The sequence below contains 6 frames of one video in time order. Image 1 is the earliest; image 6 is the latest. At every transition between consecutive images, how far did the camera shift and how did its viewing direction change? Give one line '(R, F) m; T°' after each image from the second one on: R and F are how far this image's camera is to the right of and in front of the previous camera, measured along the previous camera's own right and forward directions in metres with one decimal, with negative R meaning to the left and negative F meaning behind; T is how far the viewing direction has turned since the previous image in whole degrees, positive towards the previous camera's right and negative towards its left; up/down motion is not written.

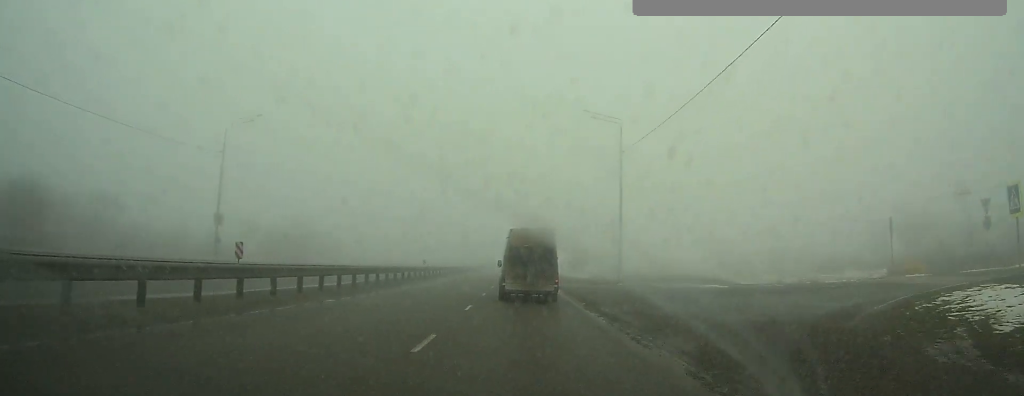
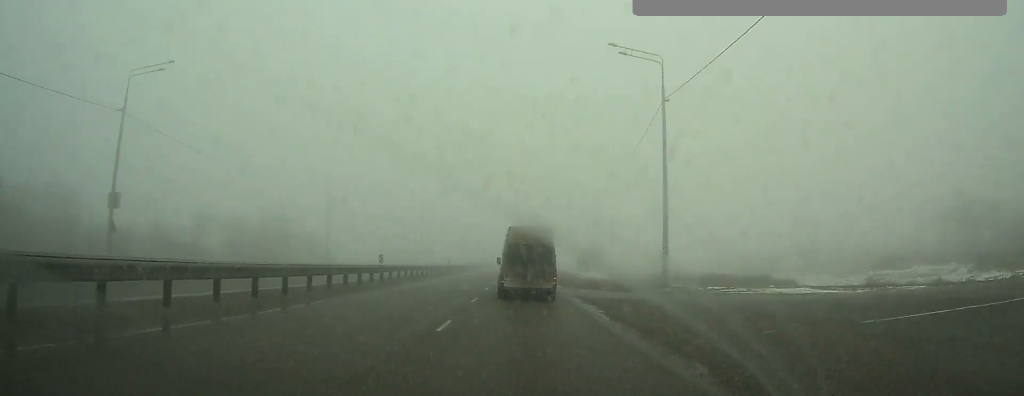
(0.0, +13.3) m; 0°
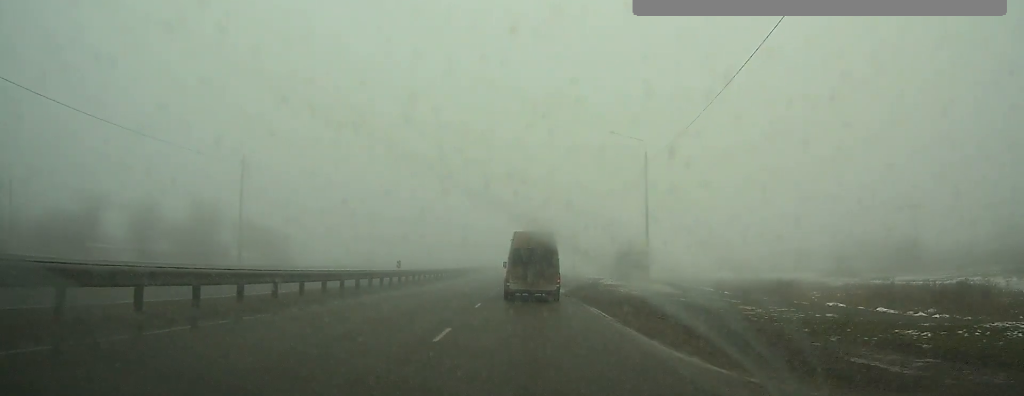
(-0.1, +22.3) m; 0°
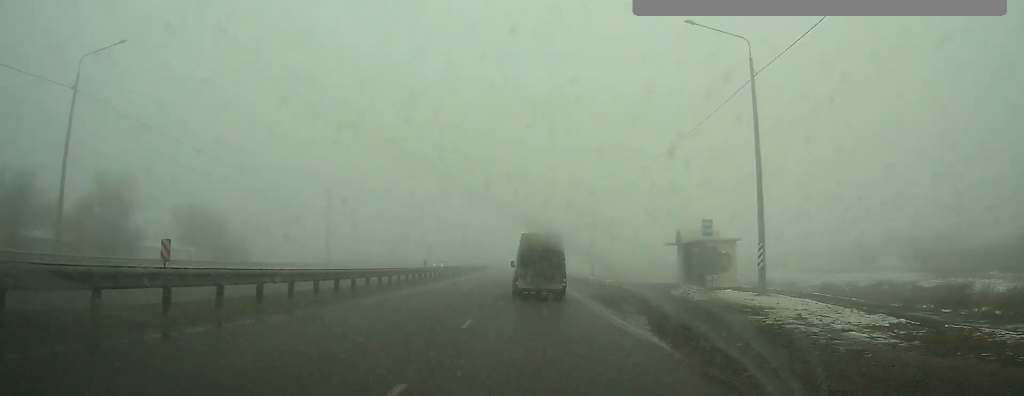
(-0.1, +15.3) m; 0°
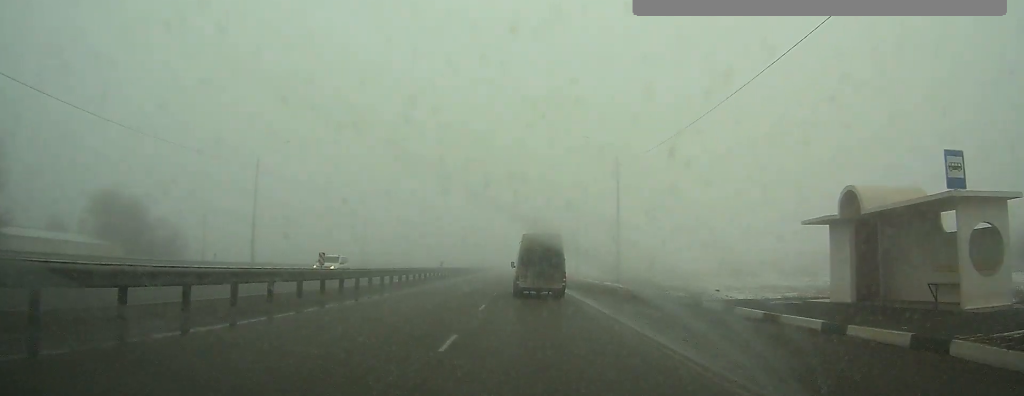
(0.0, +14.8) m; 0°
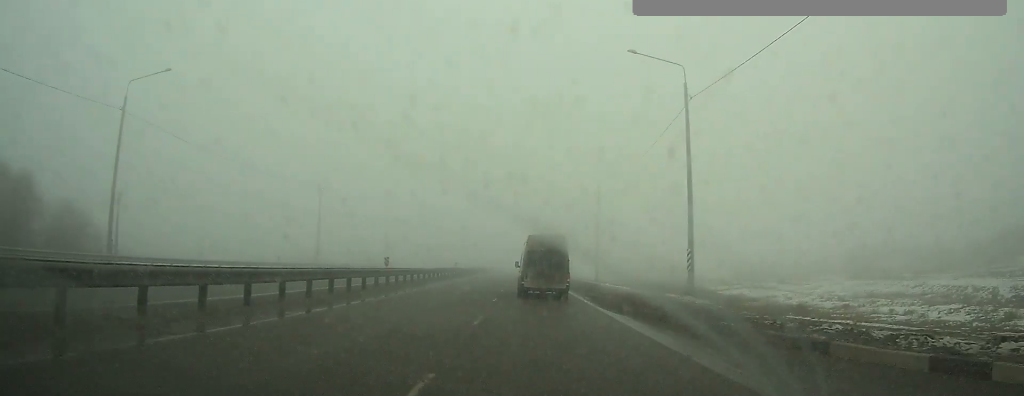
(0.0, +18.1) m; 0°
